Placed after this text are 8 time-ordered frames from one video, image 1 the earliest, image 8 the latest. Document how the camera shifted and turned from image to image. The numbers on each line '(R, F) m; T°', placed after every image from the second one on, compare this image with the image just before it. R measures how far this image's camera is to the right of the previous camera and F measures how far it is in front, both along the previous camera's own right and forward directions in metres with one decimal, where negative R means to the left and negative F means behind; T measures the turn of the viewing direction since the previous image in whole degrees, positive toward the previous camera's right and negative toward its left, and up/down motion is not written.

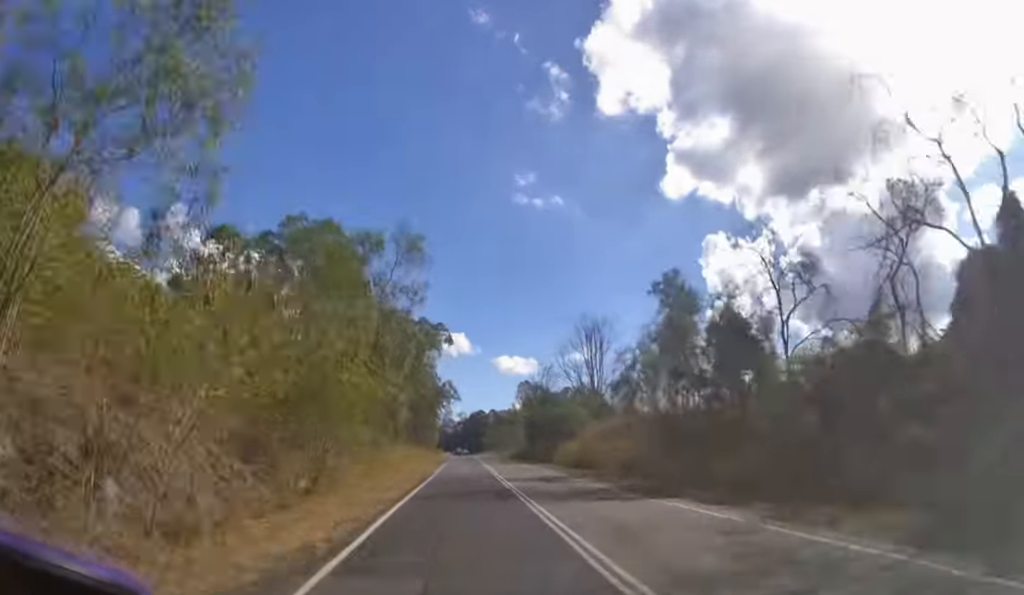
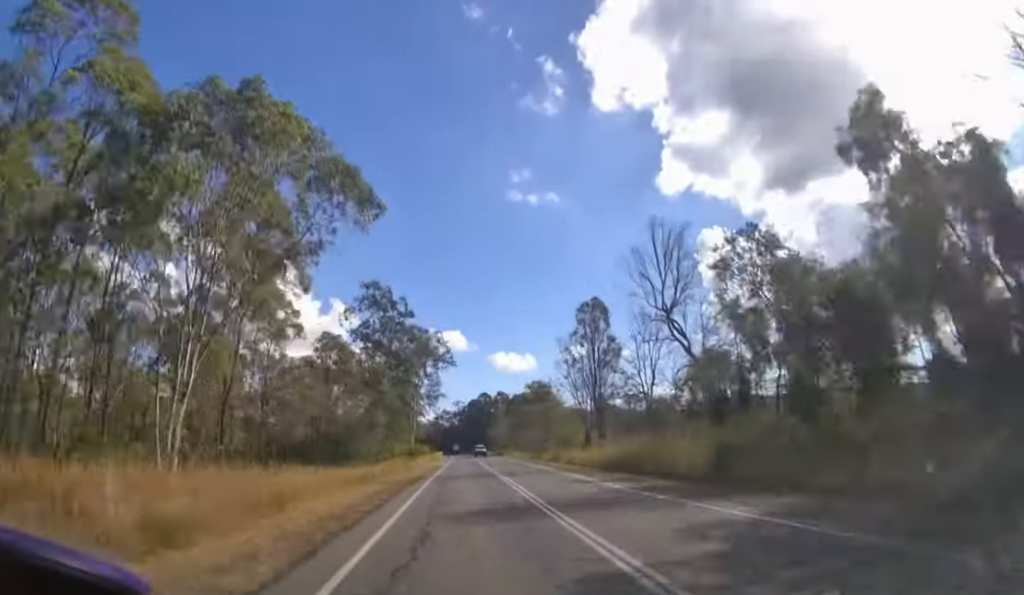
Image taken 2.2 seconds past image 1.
(0.0, +47.1) m; 0°
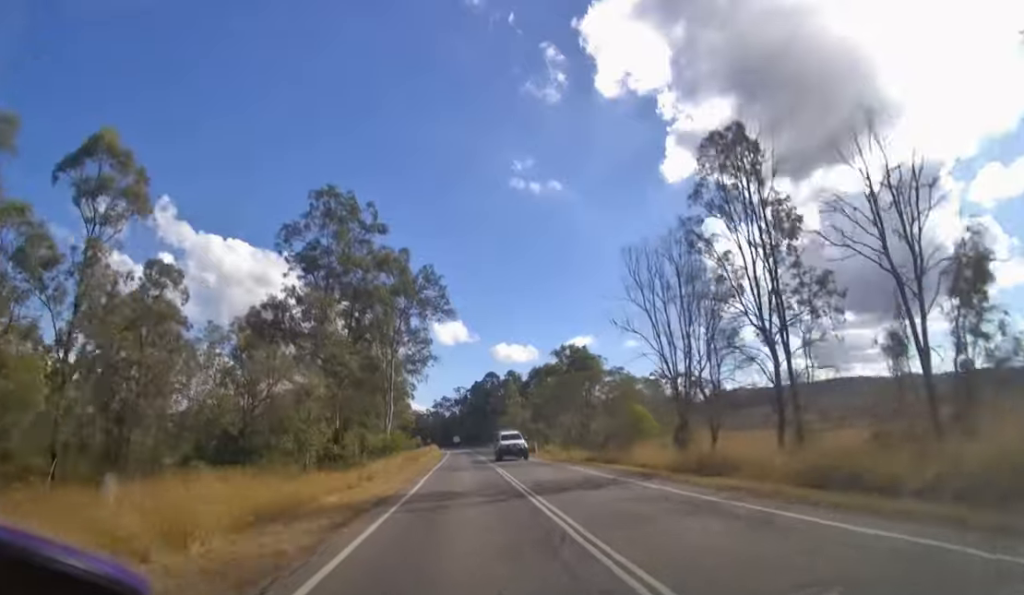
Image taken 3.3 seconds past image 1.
(+0.1, +23.1) m; 0°
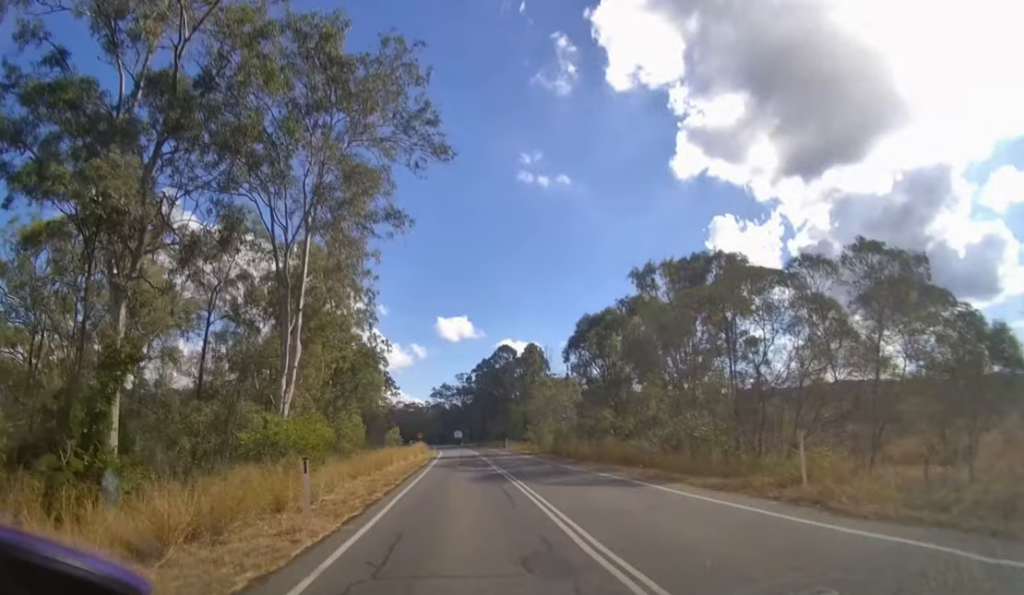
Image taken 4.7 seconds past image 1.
(-0.1, +33.7) m; -1°
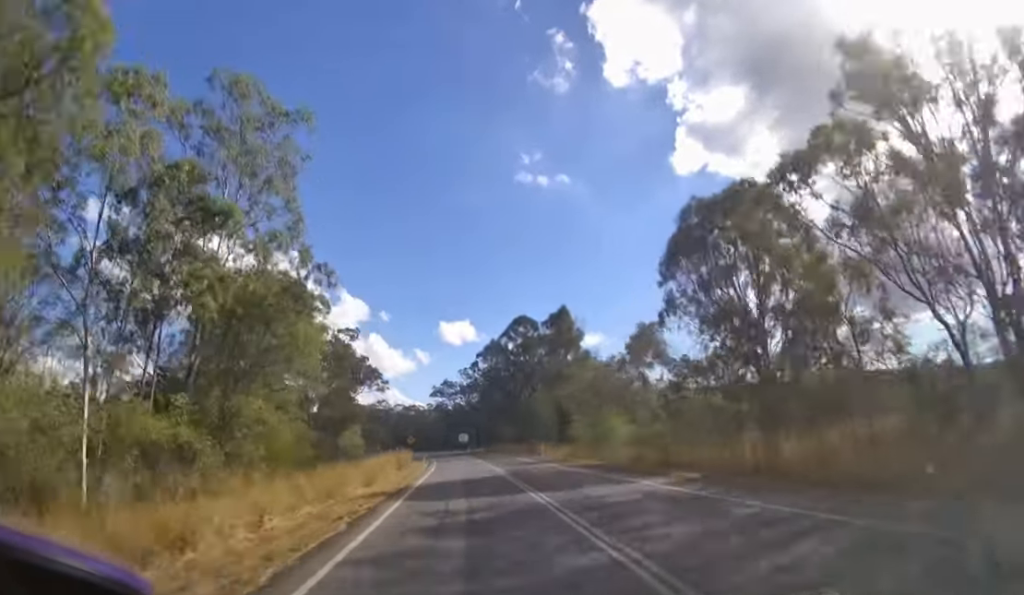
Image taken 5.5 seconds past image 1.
(-0.1, +22.2) m; -1°
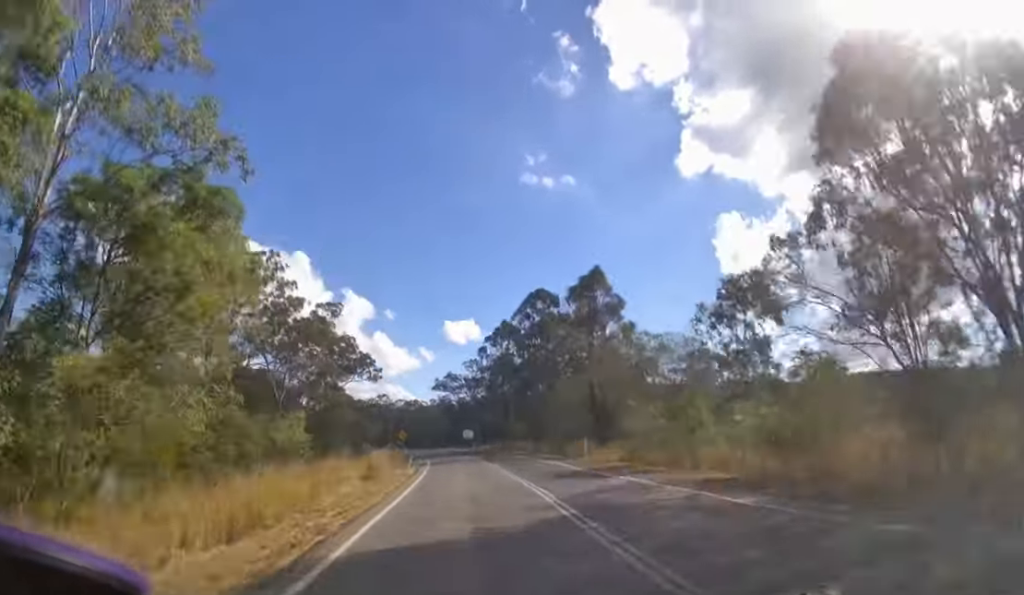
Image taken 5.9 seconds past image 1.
(0.0, +12.8) m; -1°
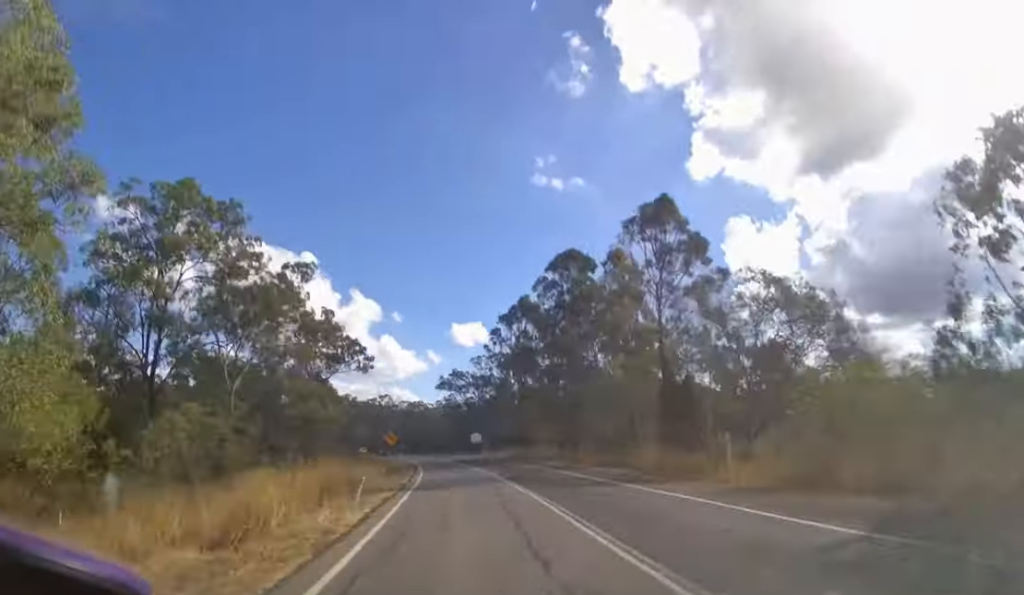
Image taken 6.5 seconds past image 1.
(-0.1, +13.7) m; -1°
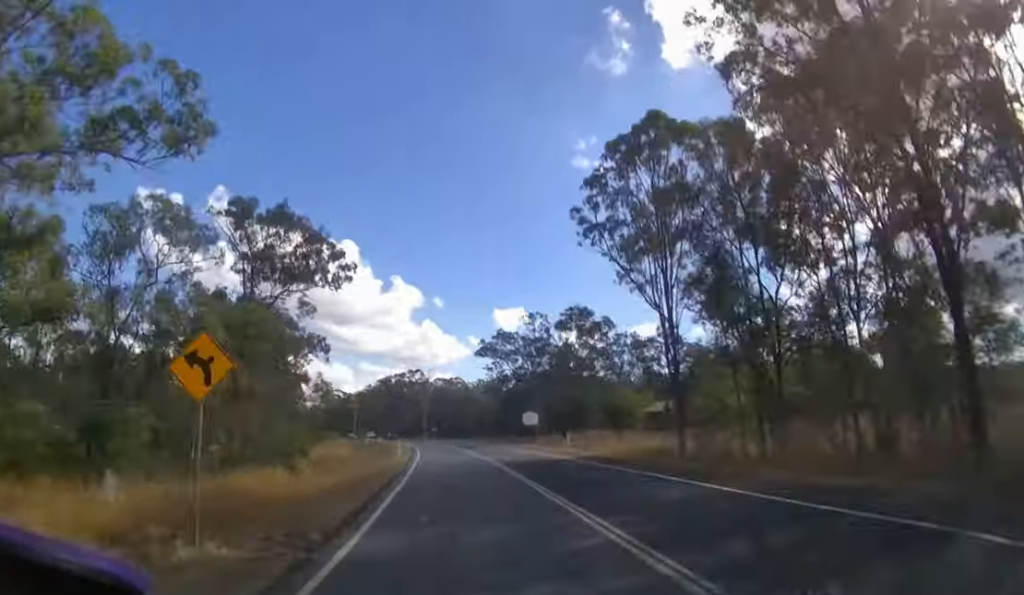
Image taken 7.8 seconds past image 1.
(-0.9, +31.4) m; -4°
